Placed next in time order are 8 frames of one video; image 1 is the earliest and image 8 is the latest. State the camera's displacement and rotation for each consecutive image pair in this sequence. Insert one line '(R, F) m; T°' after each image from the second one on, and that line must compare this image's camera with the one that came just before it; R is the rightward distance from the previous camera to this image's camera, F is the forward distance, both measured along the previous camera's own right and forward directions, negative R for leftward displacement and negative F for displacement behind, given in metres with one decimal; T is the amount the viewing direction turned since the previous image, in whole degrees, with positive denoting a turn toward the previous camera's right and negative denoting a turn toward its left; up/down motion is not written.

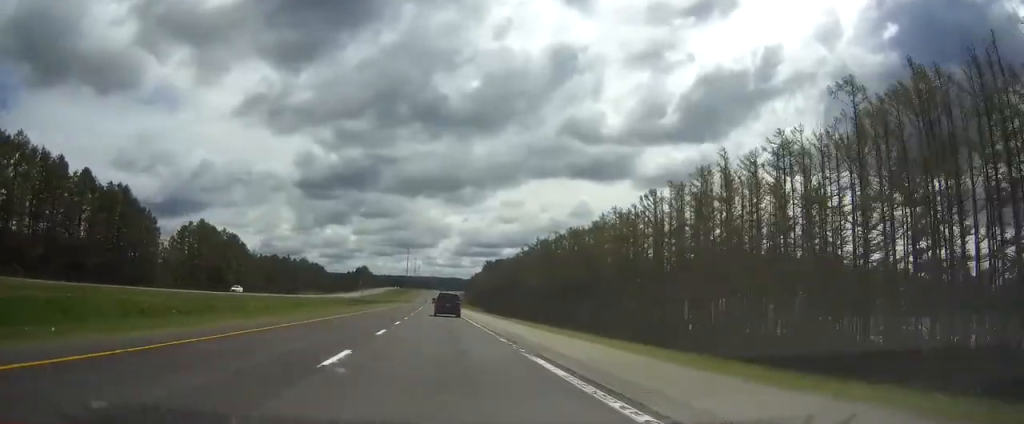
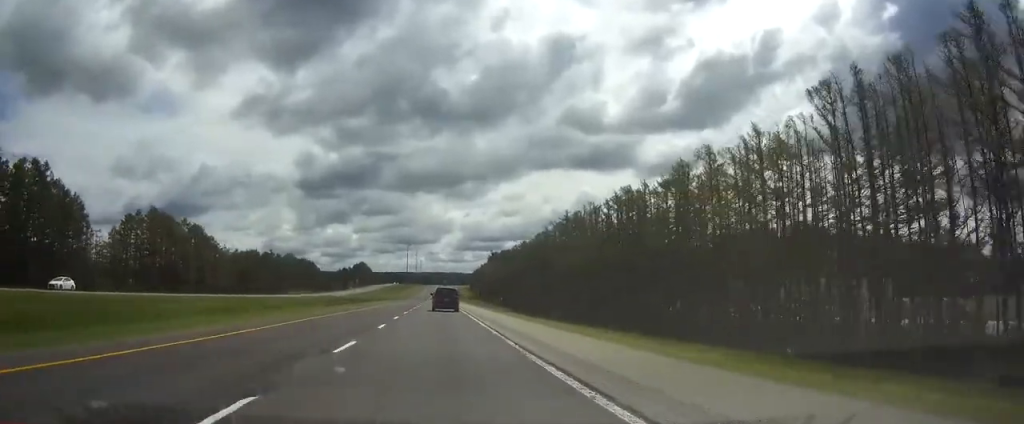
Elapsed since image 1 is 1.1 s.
(-0.5, +34.1) m; -1°
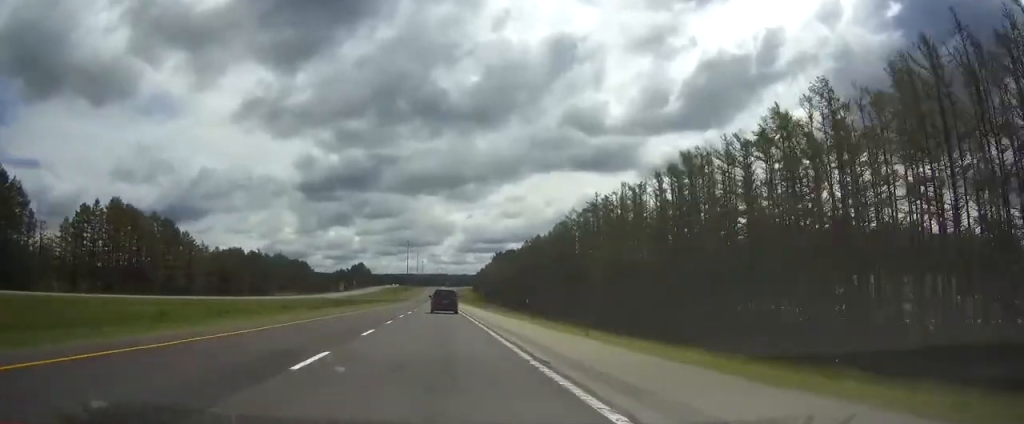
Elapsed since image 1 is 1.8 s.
(0.0, +21.0) m; 0°
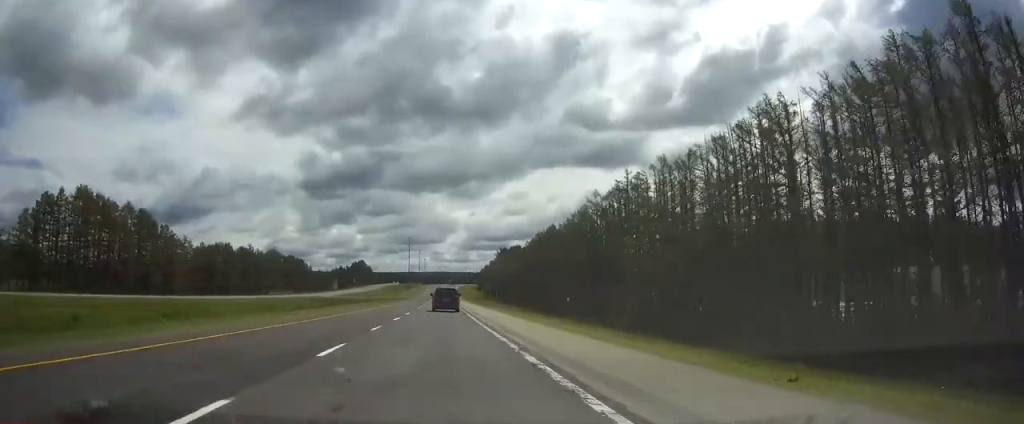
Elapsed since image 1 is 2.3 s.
(0.0, +15.0) m; 0°
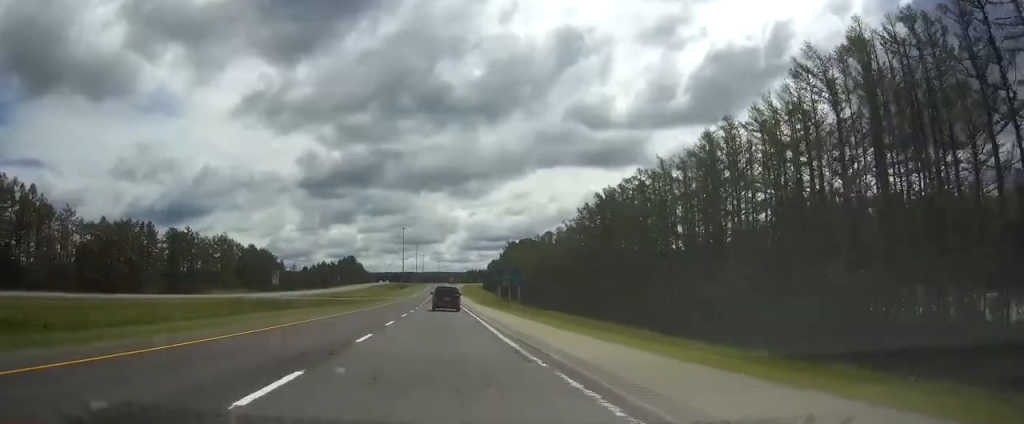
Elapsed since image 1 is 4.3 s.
(-0.3, +58.9) m; 0°
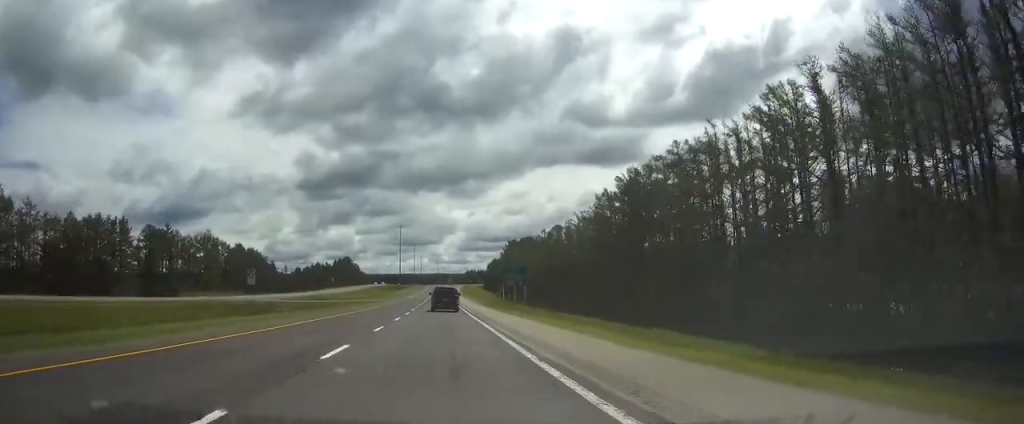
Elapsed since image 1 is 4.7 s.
(0.0, +13.0) m; 0°
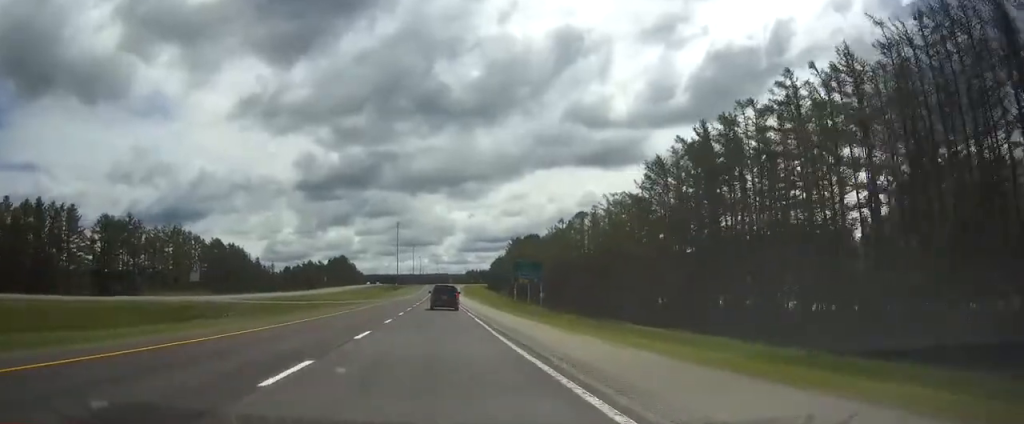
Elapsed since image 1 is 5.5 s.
(0.0, +22.0) m; 0°
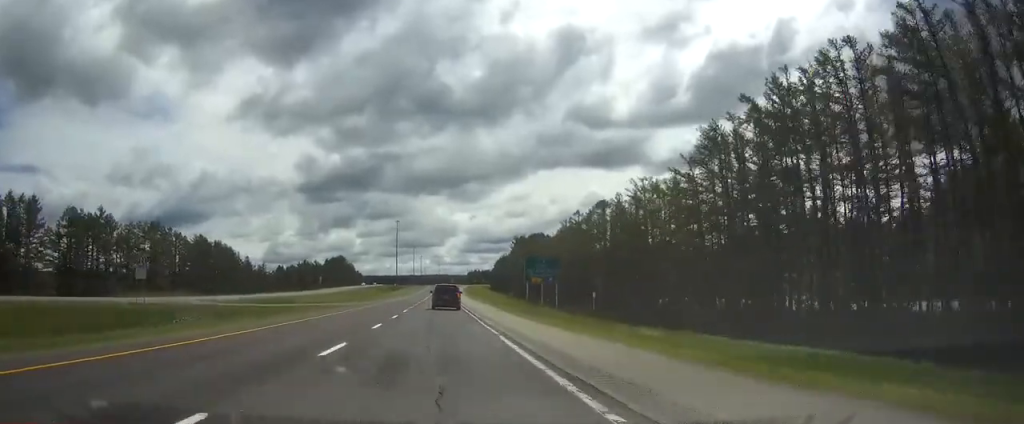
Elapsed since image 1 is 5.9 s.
(0.0, +14.0) m; 0°
